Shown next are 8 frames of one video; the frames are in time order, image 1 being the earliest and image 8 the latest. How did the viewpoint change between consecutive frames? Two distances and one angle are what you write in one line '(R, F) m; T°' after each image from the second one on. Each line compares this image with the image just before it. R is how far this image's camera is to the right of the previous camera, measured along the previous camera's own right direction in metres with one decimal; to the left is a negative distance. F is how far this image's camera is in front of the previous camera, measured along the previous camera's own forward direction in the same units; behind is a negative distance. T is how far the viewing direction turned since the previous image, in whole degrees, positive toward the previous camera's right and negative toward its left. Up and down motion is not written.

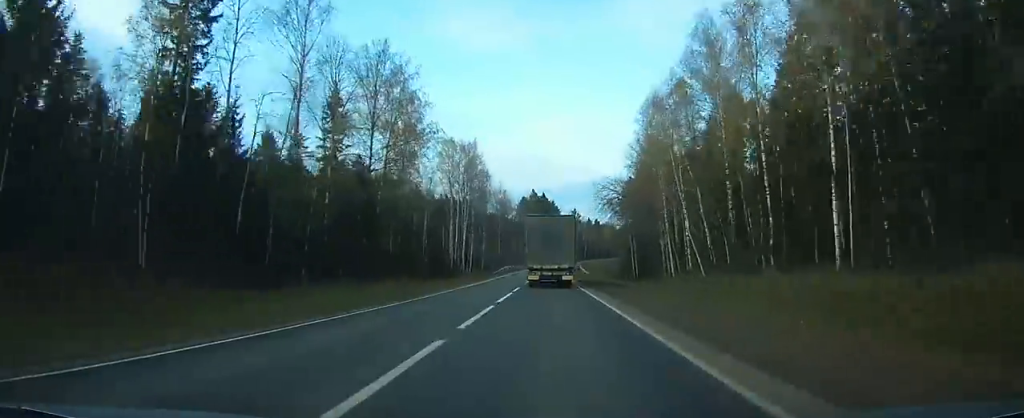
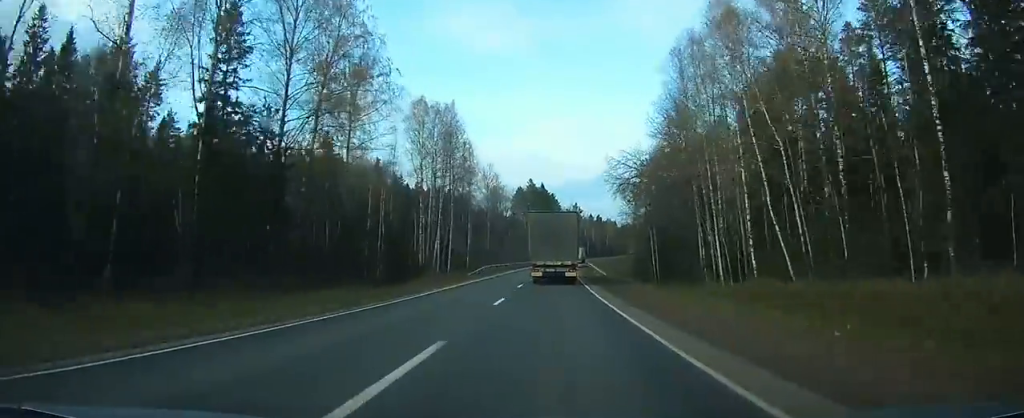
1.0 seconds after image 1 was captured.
(-0.1, +23.9) m; 0°
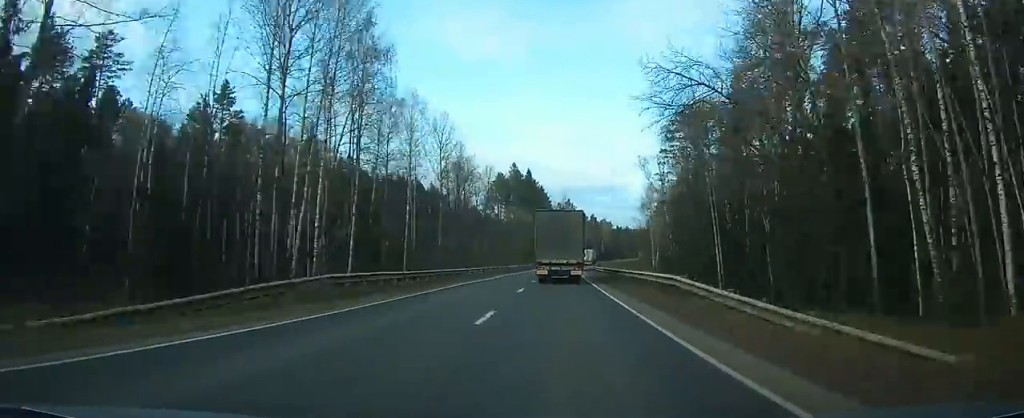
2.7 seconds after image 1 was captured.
(+0.3, +41.2) m; +1°
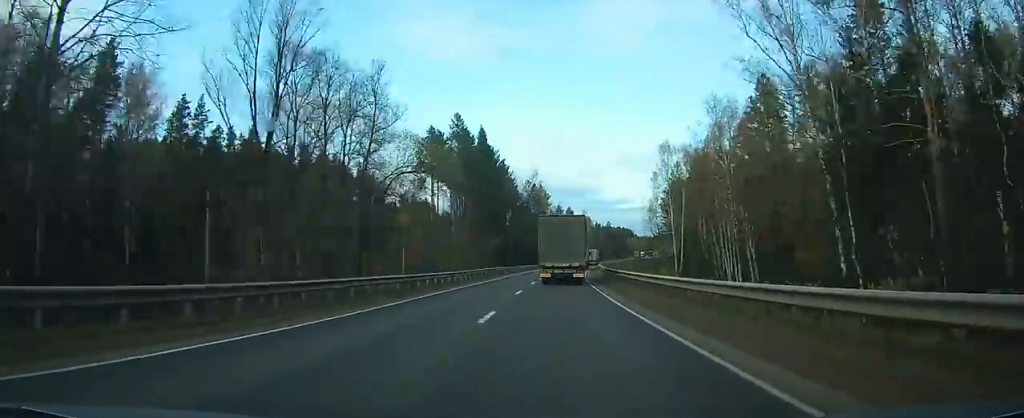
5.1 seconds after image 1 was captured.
(+0.8, +60.8) m; +2°
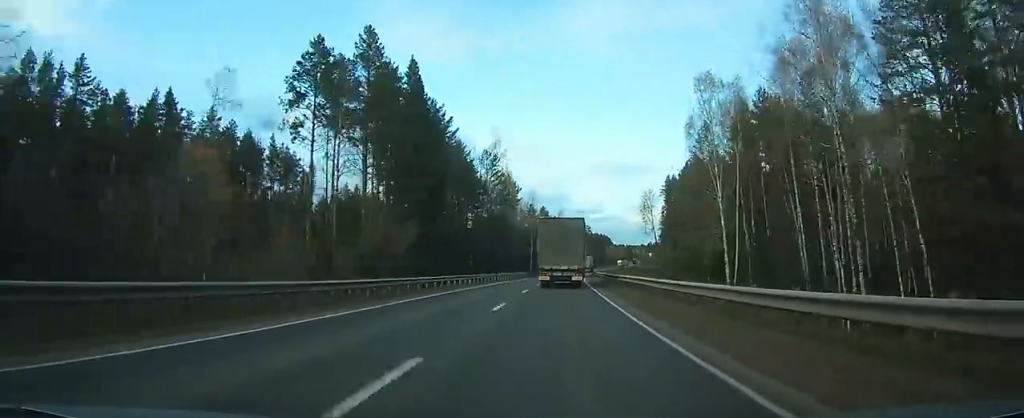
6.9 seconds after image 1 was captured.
(+1.0, +45.3) m; +3°
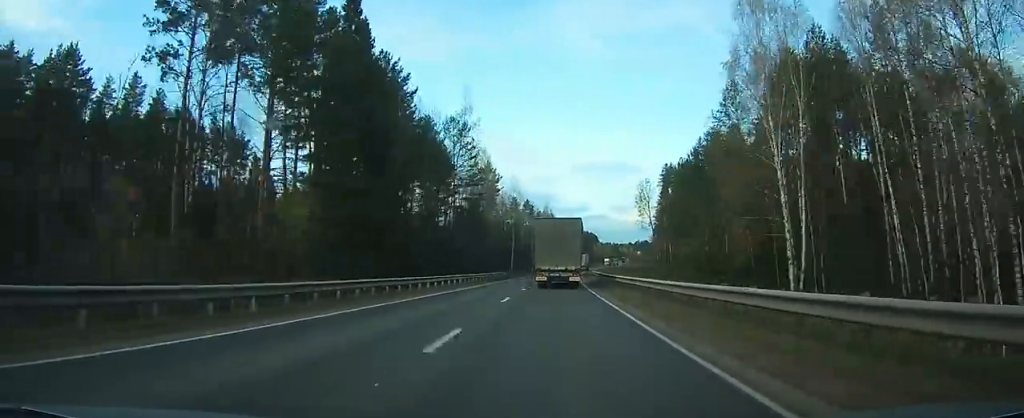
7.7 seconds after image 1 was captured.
(+0.1, +20.7) m; +1°
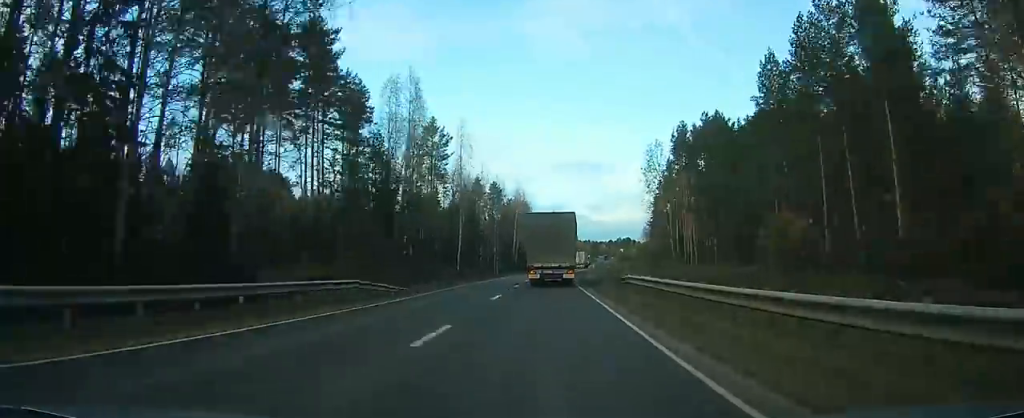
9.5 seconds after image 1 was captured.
(+1.4, +47.4) m; +3°
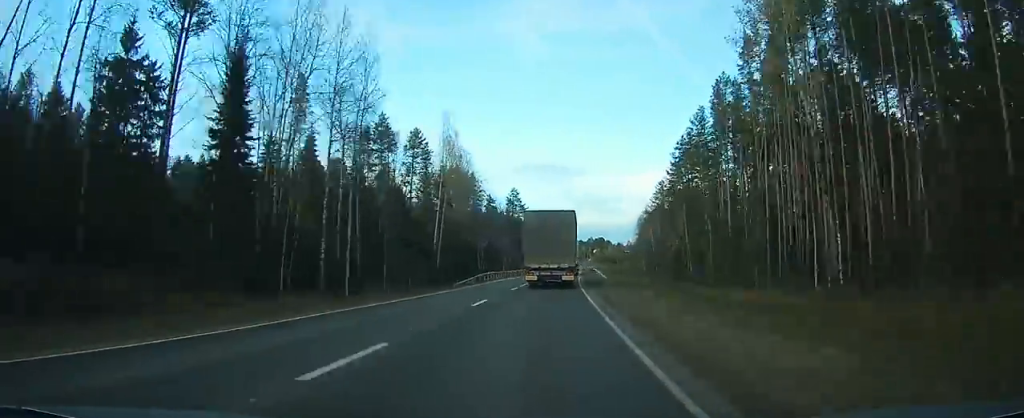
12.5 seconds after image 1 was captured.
(+2.6, +72.9) m; +4°
